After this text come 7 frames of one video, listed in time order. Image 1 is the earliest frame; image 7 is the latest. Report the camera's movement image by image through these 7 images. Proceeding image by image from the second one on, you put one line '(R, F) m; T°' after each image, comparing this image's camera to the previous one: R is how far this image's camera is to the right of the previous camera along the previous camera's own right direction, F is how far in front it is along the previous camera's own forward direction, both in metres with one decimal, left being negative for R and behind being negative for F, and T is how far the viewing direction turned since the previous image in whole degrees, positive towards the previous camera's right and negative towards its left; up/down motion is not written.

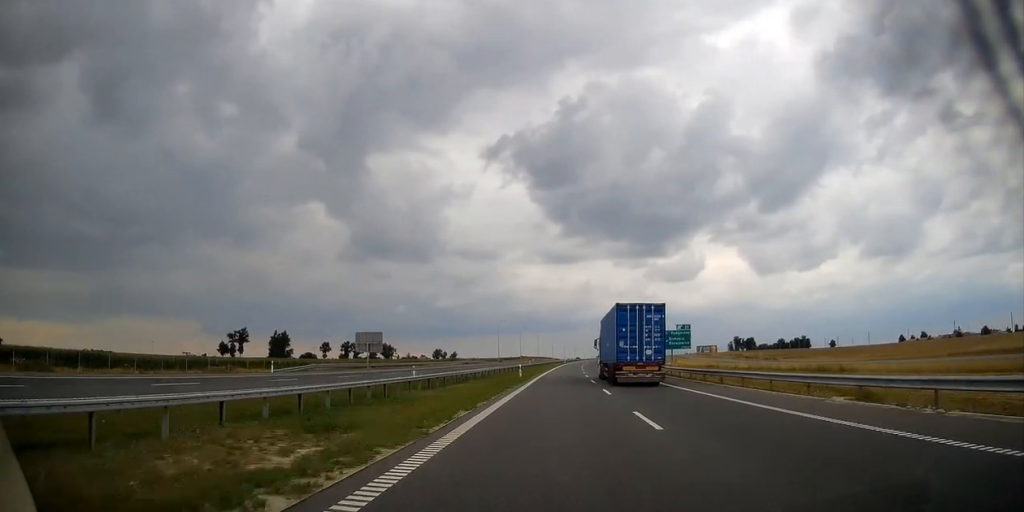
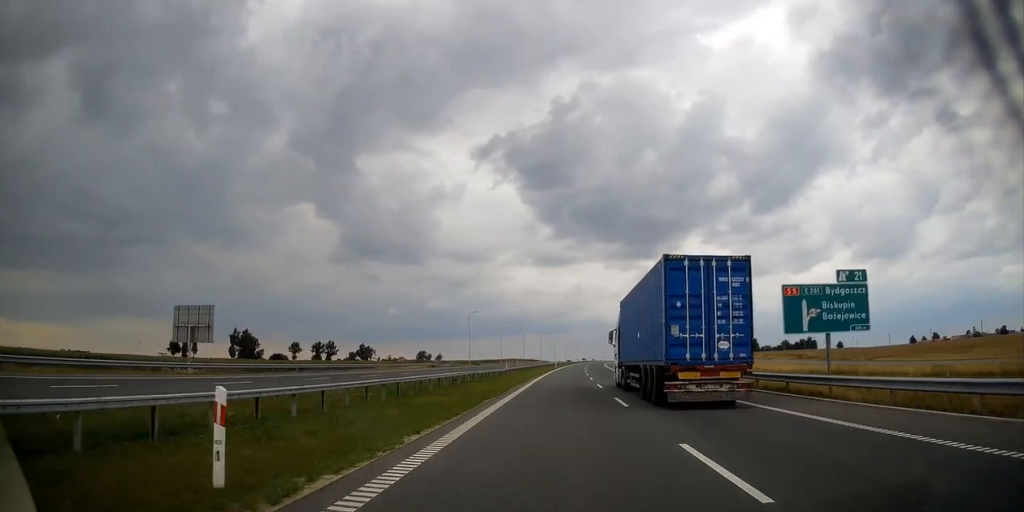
(+0.5, +42.3) m; +1°
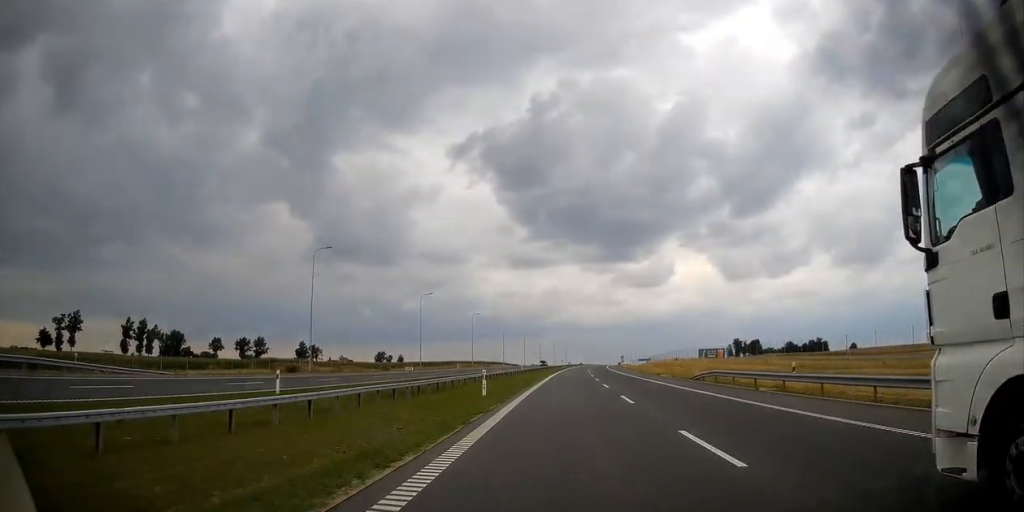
(+1.5, +82.7) m; +2°
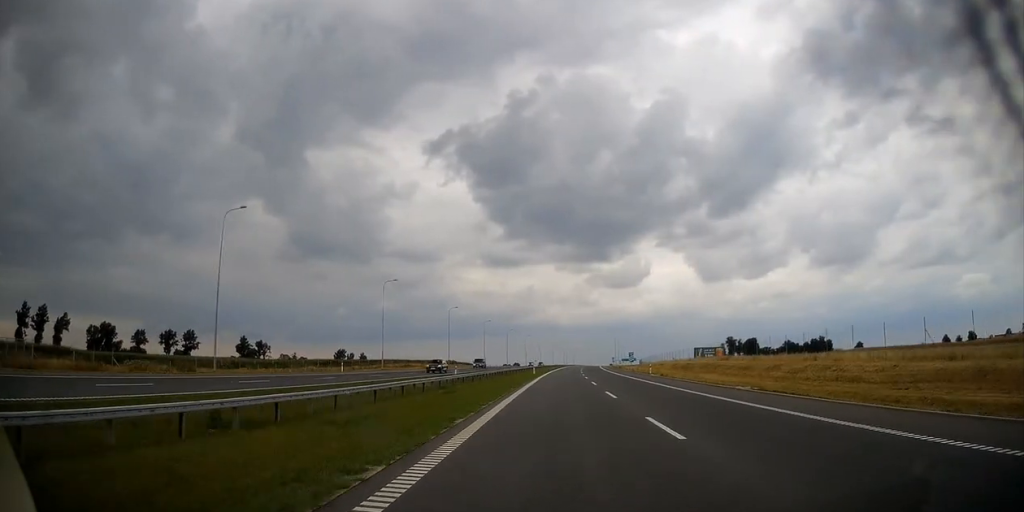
(+0.7, +57.8) m; +2°
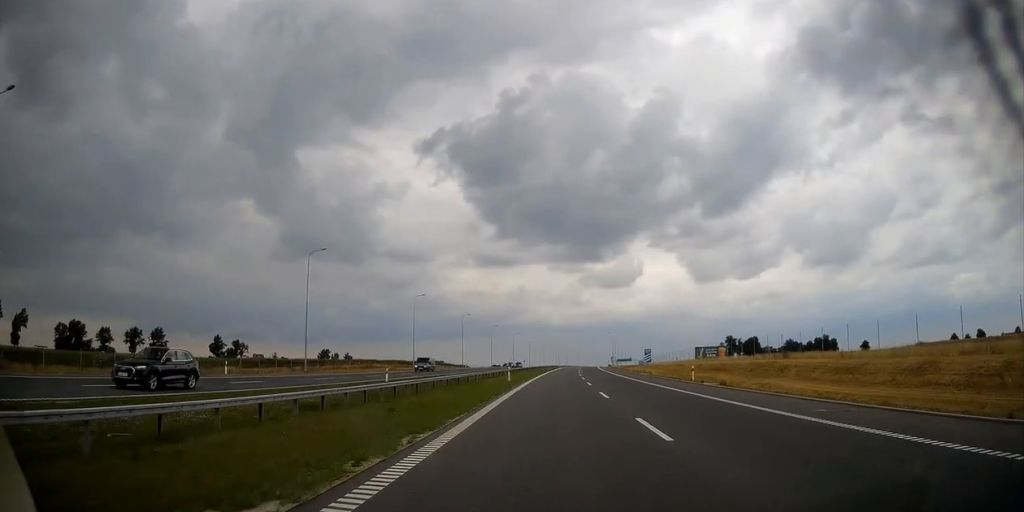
(0.0, +24.6) m; +1°
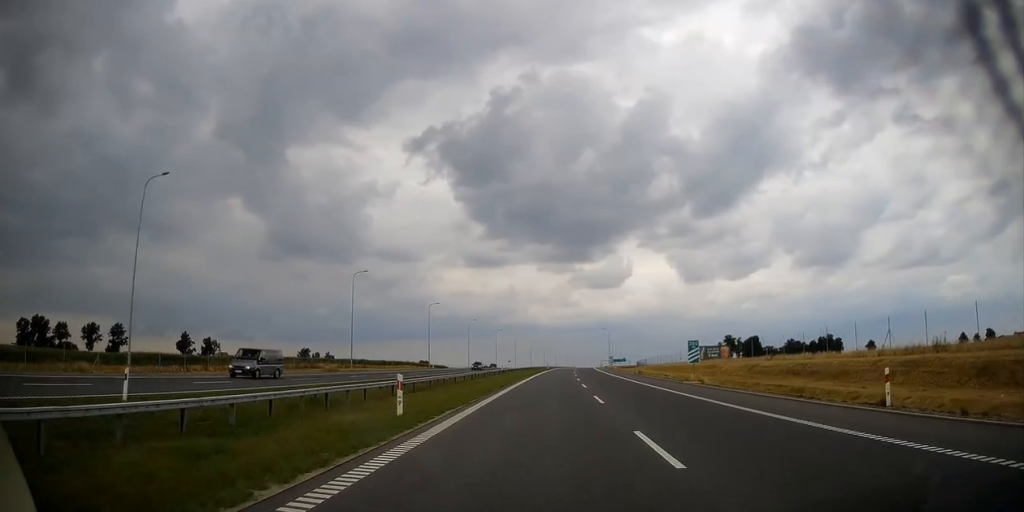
(+0.5, +26.8) m; +1°
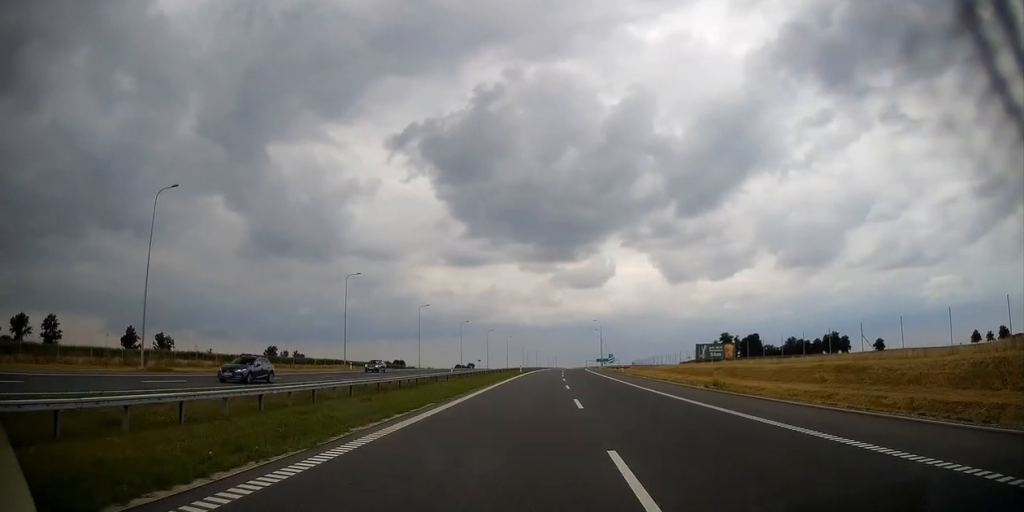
(+0.4, +38.9) m; +1°
